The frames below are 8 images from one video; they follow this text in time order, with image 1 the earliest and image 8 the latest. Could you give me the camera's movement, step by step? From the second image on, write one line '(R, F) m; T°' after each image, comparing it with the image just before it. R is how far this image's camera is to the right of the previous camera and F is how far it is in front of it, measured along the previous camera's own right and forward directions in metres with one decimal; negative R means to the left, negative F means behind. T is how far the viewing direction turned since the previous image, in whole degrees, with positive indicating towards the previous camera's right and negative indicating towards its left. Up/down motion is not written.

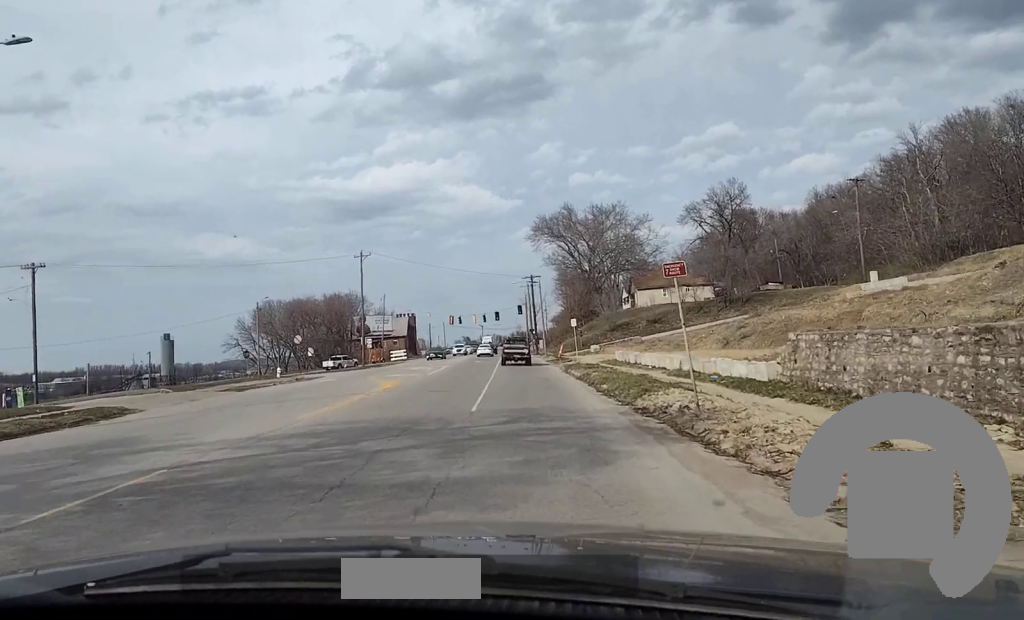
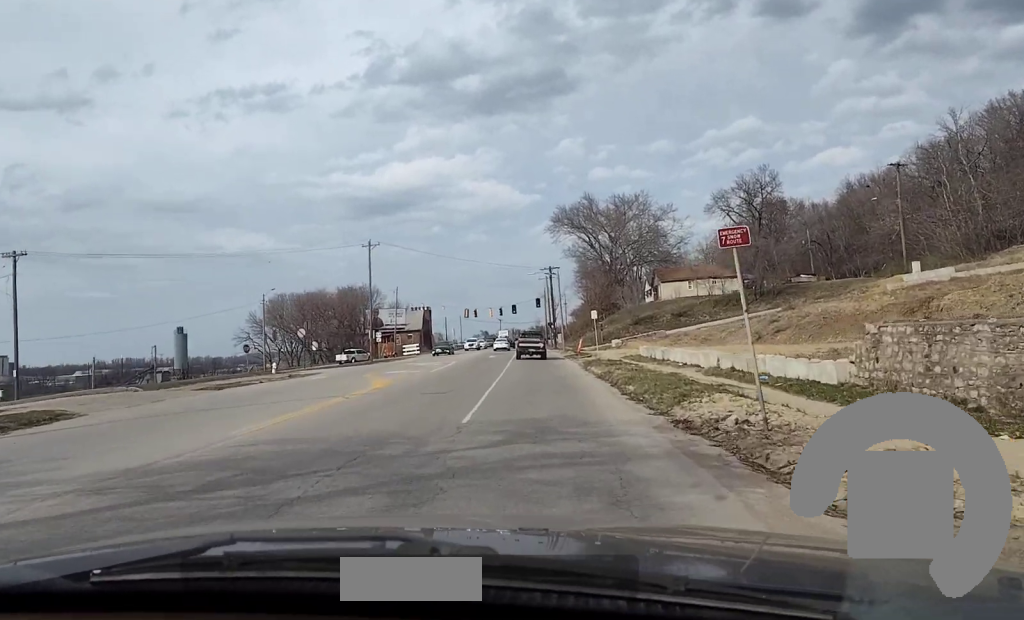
(0.0, +4.5) m; 0°
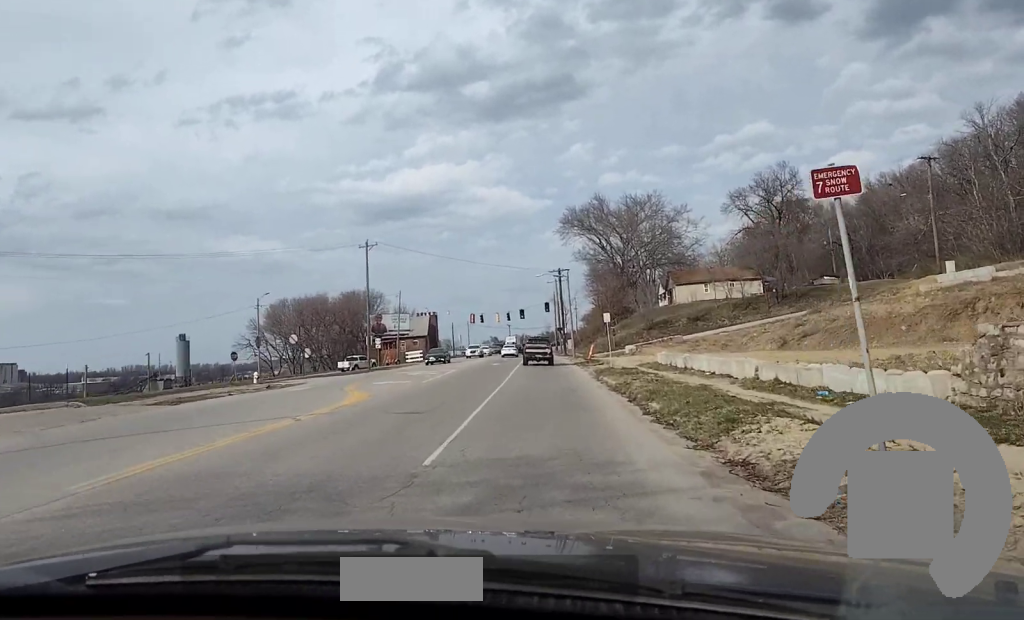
(0.0, +4.8) m; 0°
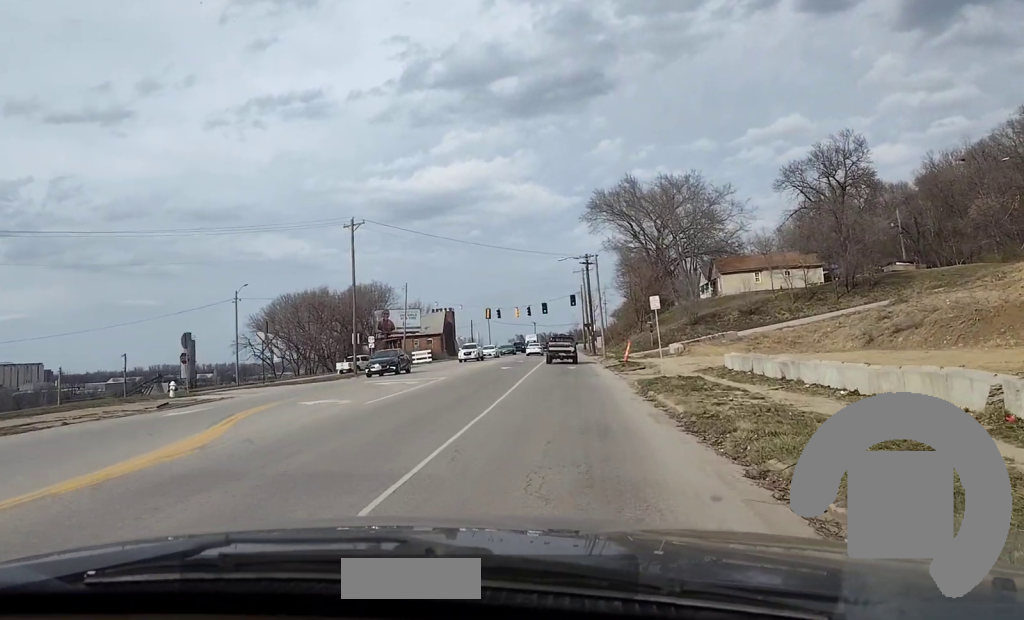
(-0.3, +14.2) m; -3°
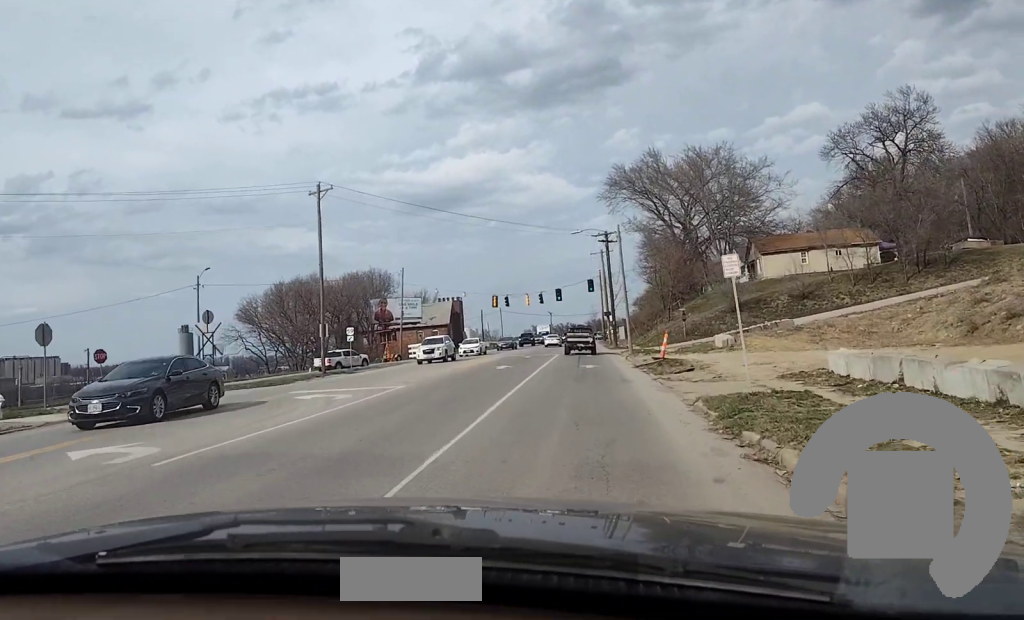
(-0.2, +12.4) m; -1°
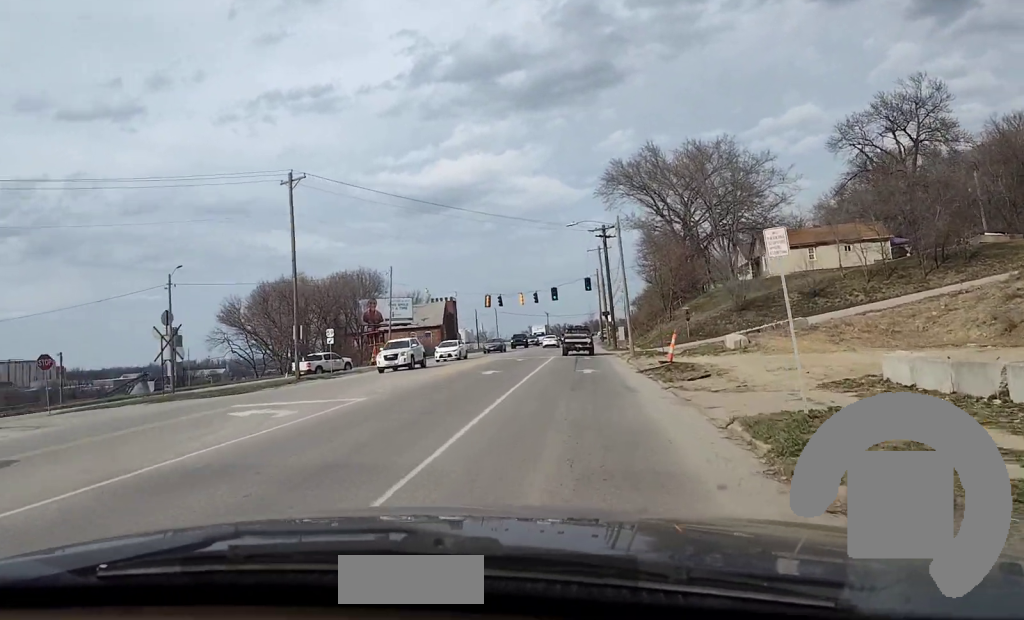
(0.0, +4.5) m; 0°
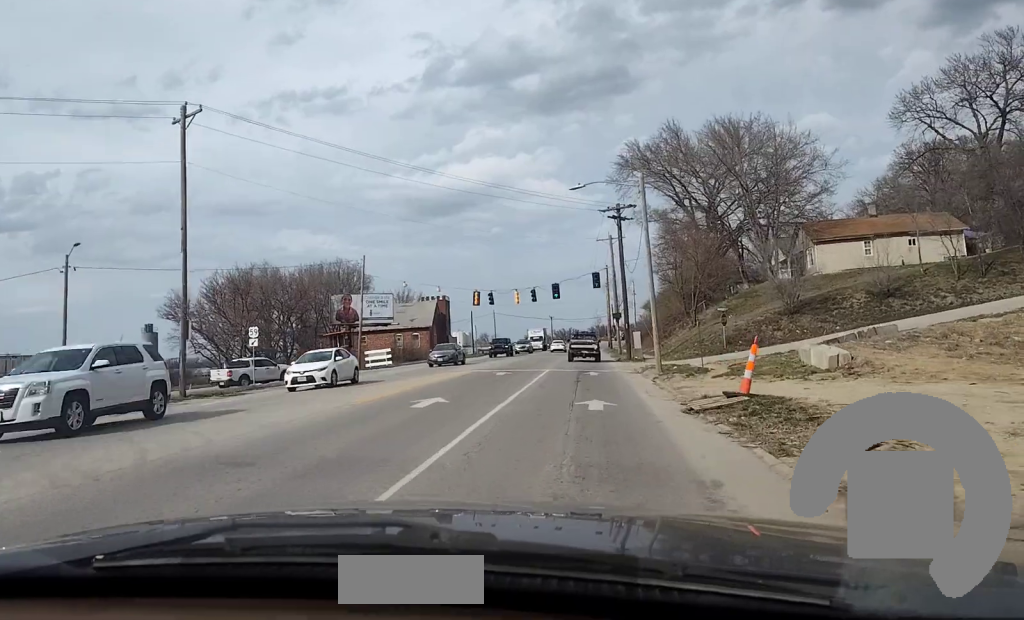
(-0.1, +14.3) m; -1°
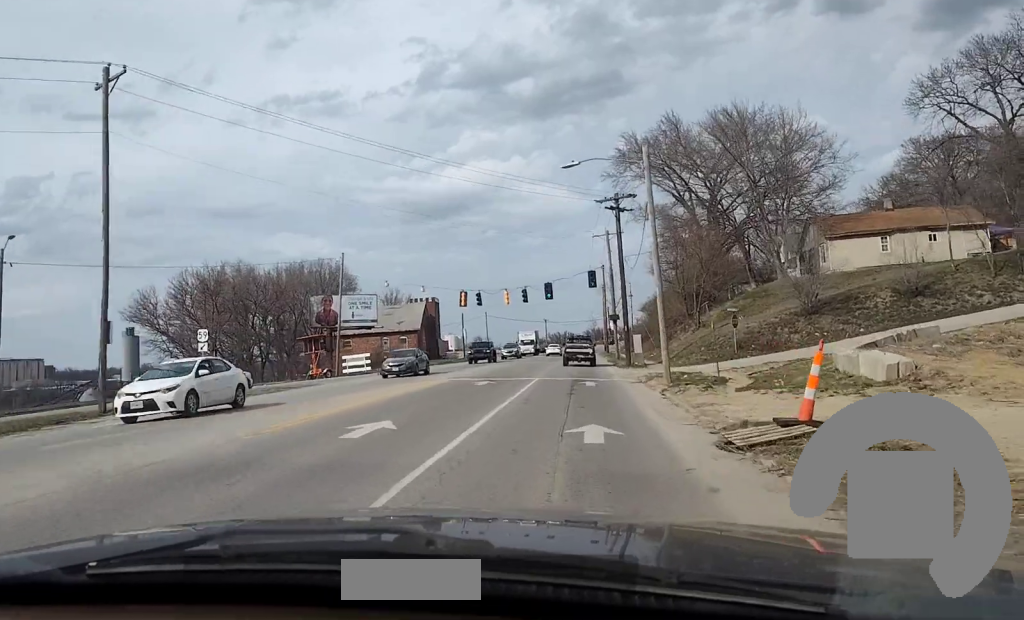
(0.0, +5.2) m; 0°
